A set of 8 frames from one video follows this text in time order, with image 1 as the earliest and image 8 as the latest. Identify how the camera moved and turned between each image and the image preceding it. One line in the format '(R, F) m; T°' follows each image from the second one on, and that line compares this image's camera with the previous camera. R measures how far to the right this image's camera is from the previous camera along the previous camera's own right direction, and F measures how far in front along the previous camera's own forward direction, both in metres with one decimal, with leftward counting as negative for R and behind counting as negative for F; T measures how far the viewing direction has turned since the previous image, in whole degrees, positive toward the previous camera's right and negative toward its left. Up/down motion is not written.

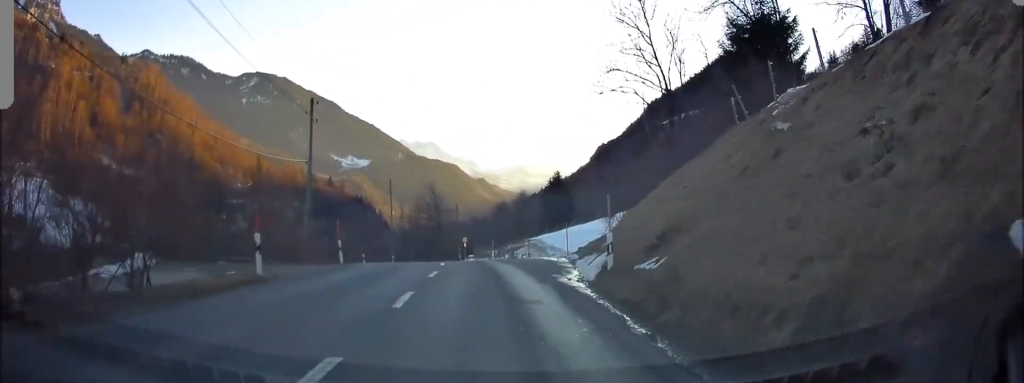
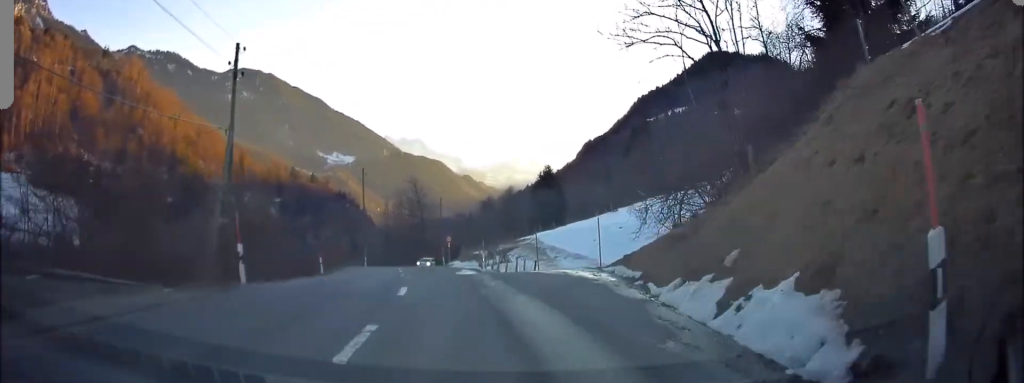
(+0.4, +9.3) m; +2°
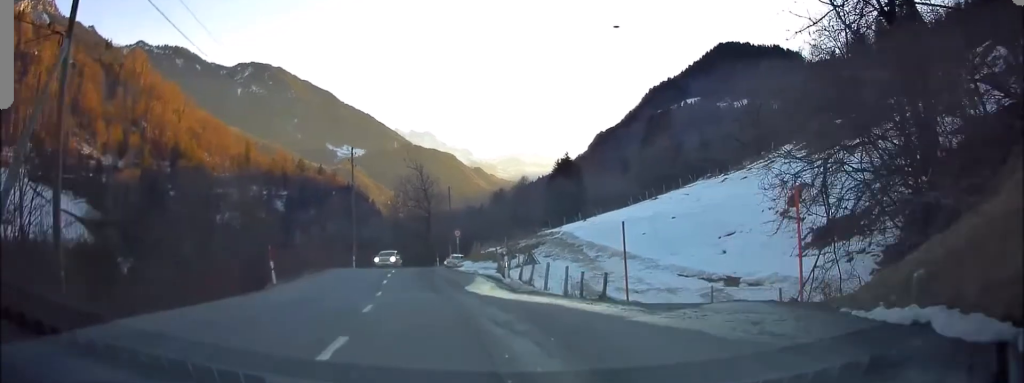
(+0.1, +11.6) m; +1°
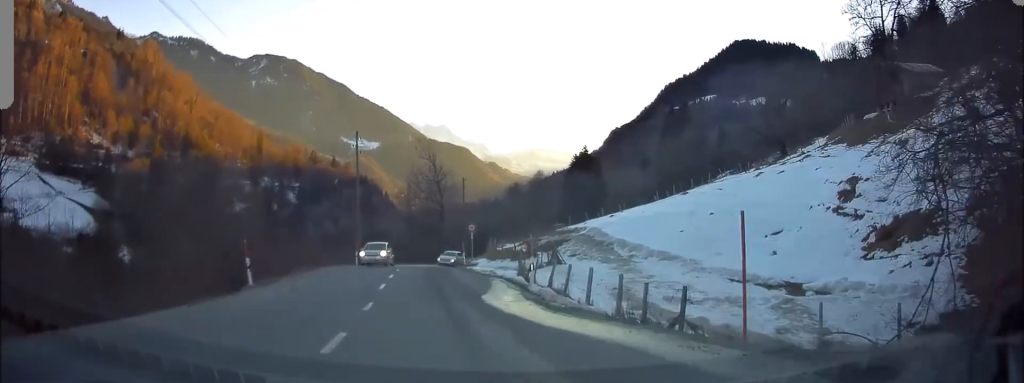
(0.0, +4.4) m; 0°
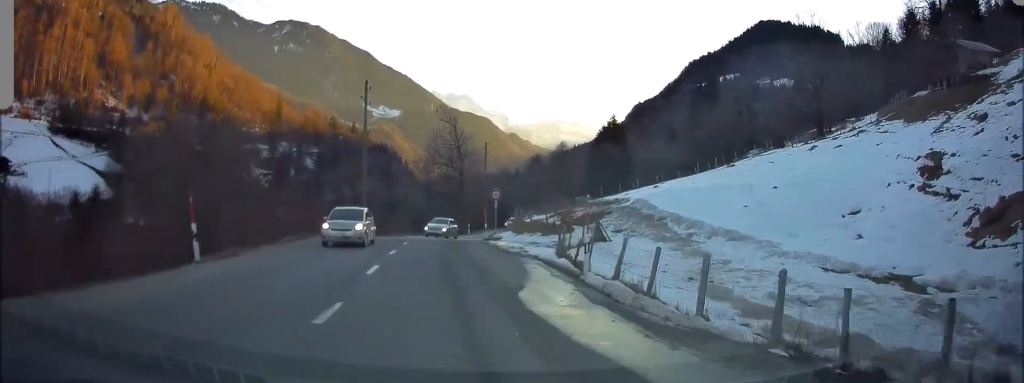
(+0.1, +5.9) m; -1°
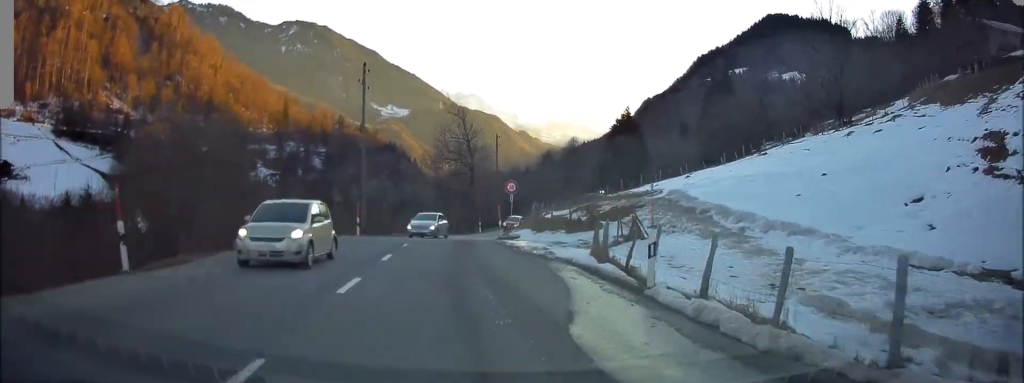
(-0.1, +3.9) m; -1°
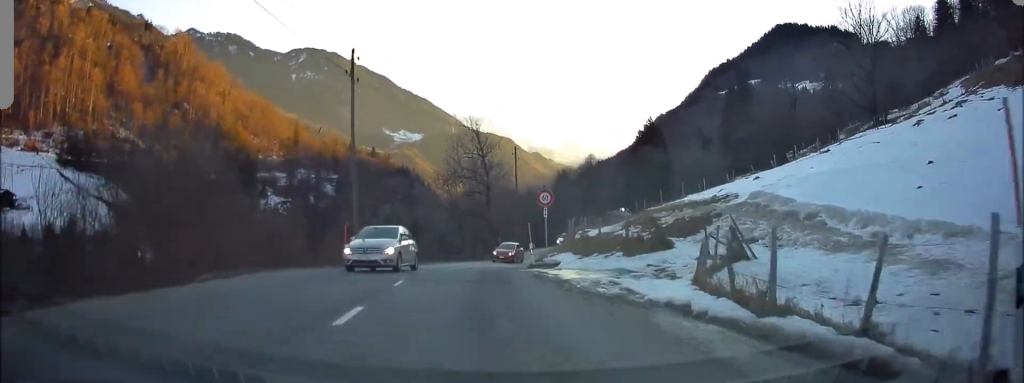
(-0.1, +7.0) m; -2°
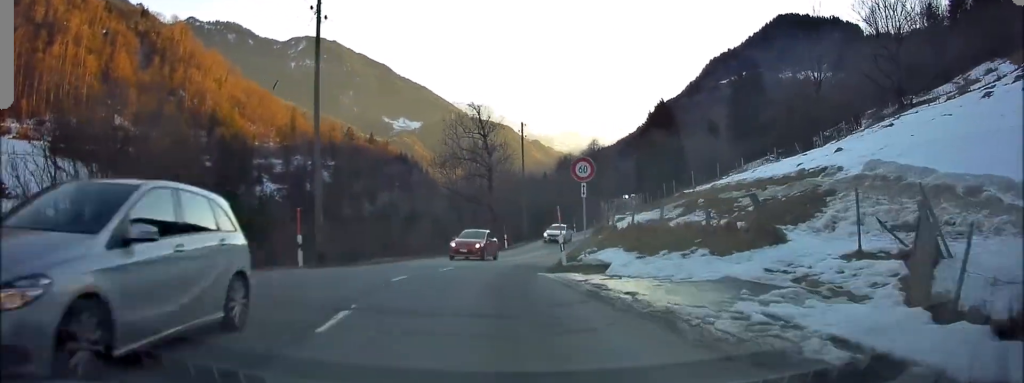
(-0.2, +6.8) m; -1°
